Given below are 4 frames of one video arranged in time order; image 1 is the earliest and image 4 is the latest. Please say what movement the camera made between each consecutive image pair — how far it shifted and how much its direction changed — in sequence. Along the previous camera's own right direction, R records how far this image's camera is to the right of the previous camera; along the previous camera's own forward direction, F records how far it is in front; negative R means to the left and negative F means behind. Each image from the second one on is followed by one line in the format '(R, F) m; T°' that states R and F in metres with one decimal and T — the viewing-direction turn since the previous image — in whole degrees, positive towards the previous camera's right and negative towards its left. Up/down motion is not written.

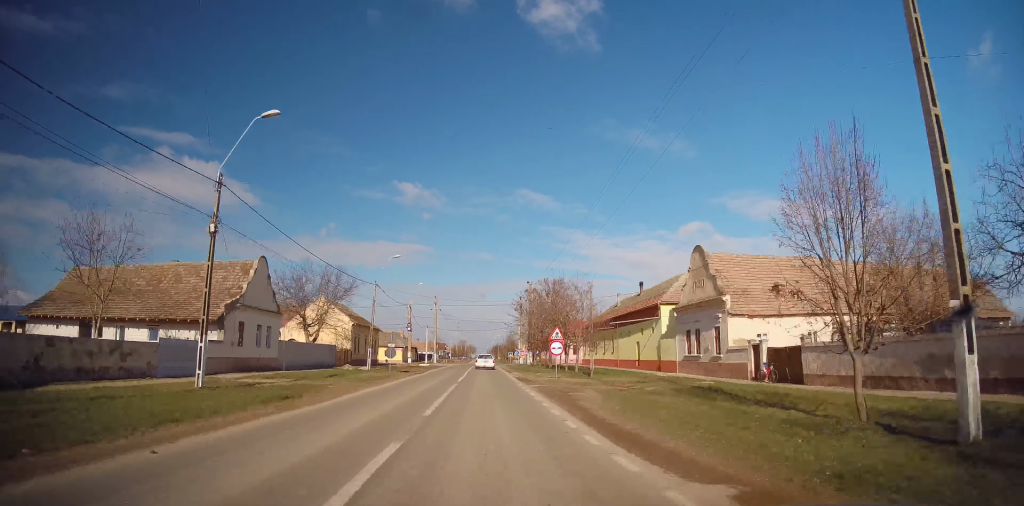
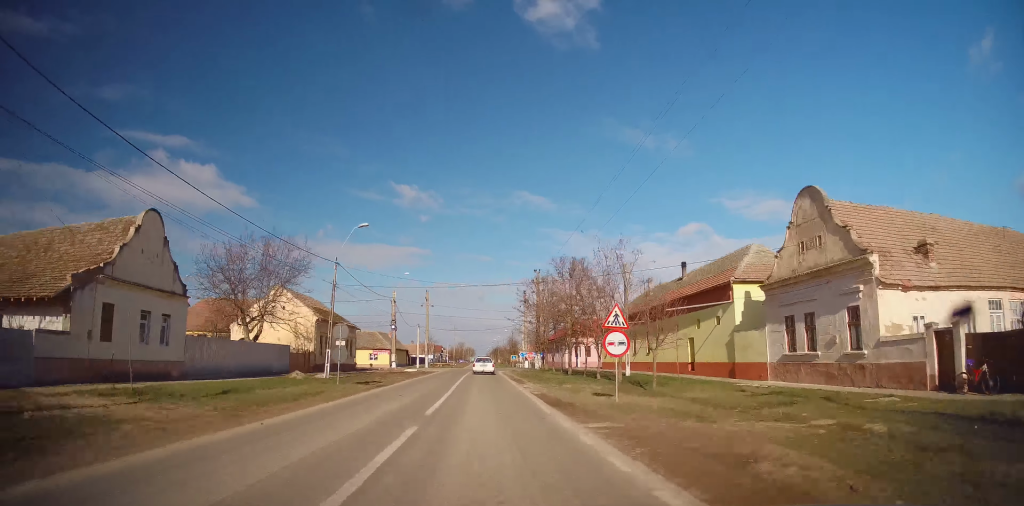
(0.0, +12.8) m; 0°
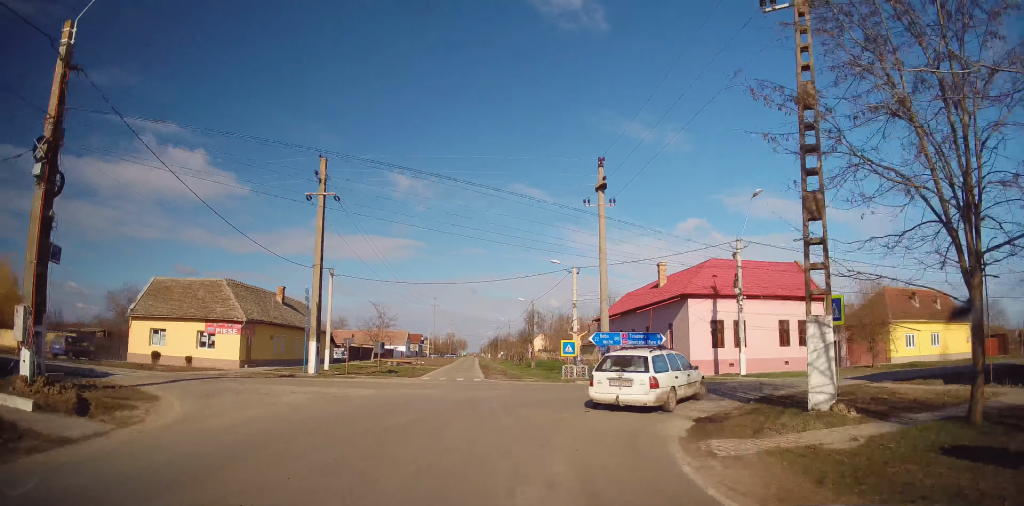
(+0.5, +54.7) m; +1°
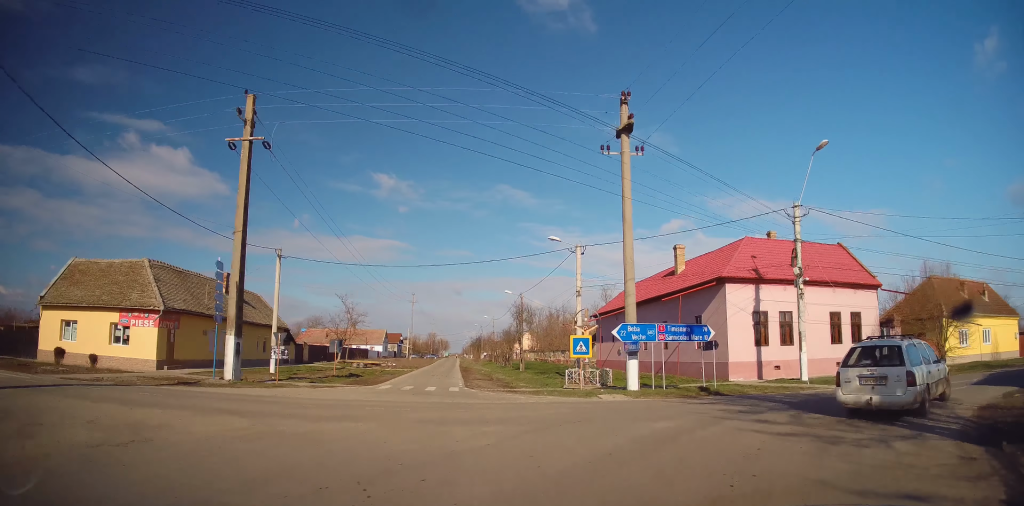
(+0.1, +7.4) m; +2°
